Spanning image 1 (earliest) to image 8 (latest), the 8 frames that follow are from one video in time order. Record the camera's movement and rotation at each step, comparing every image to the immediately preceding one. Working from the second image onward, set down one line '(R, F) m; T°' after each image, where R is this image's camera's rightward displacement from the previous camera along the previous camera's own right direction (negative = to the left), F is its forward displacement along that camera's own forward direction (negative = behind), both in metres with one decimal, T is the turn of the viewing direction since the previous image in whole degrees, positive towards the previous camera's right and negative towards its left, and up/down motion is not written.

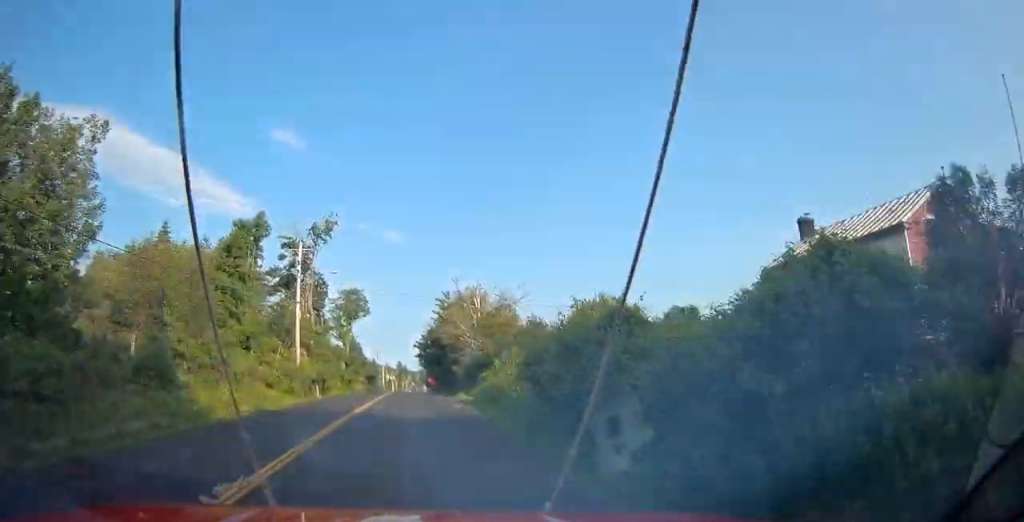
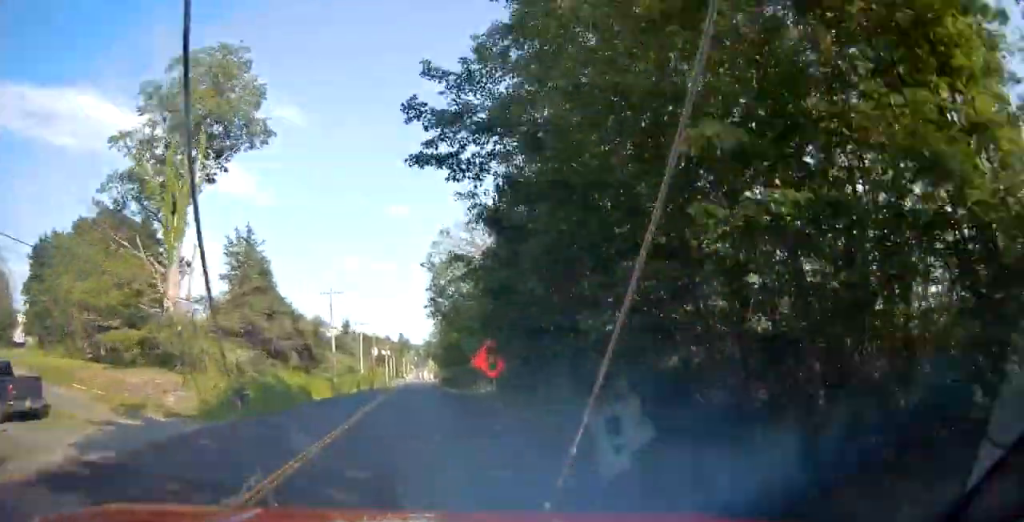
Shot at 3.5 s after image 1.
(+3.4, +93.1) m; +11°
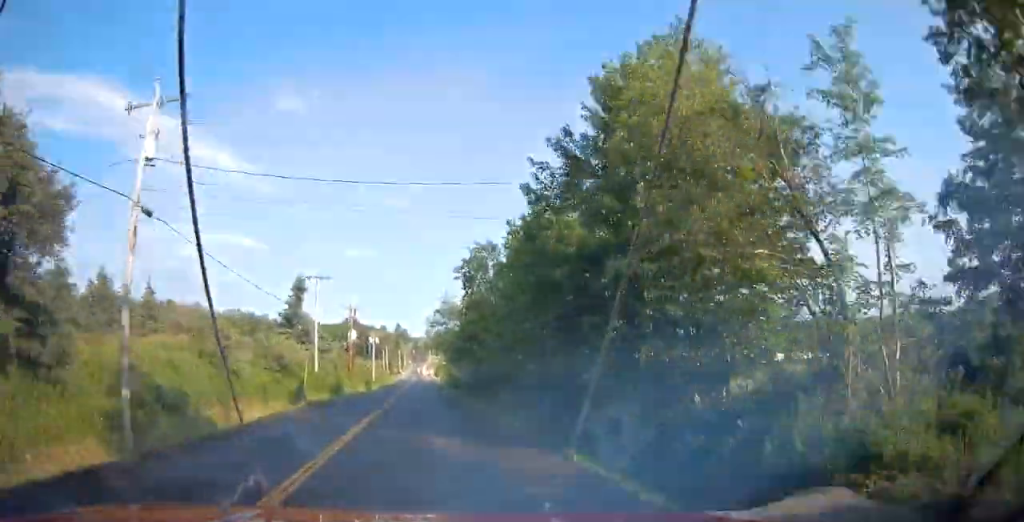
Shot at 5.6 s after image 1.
(+4.9, +47.8) m; +5°
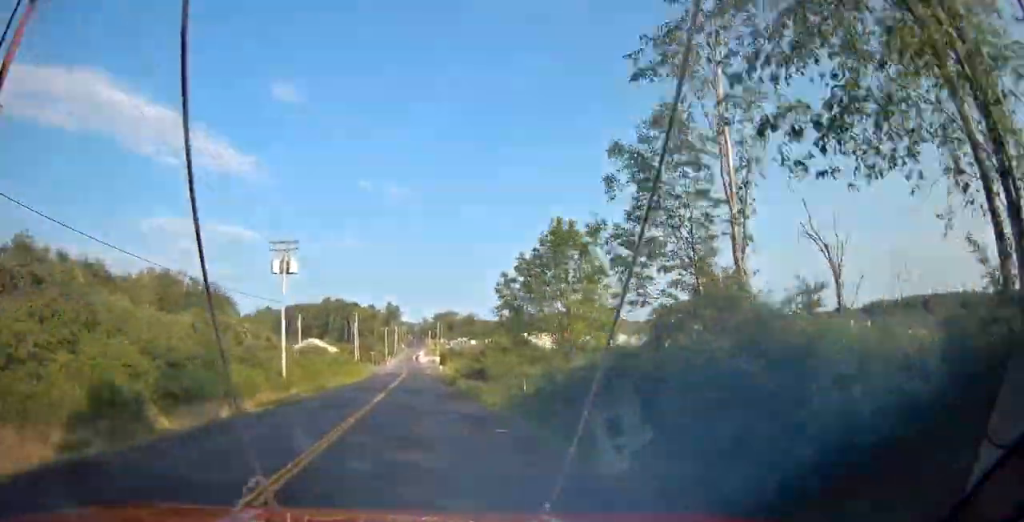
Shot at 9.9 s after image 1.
(-1.3, +83.2) m; -4°
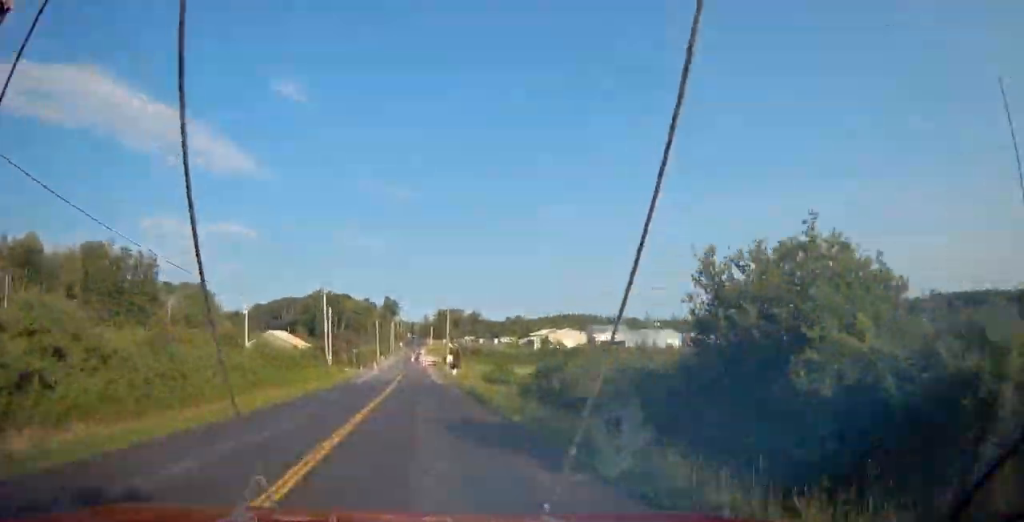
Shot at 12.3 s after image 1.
(+1.2, +35.0) m; +2°
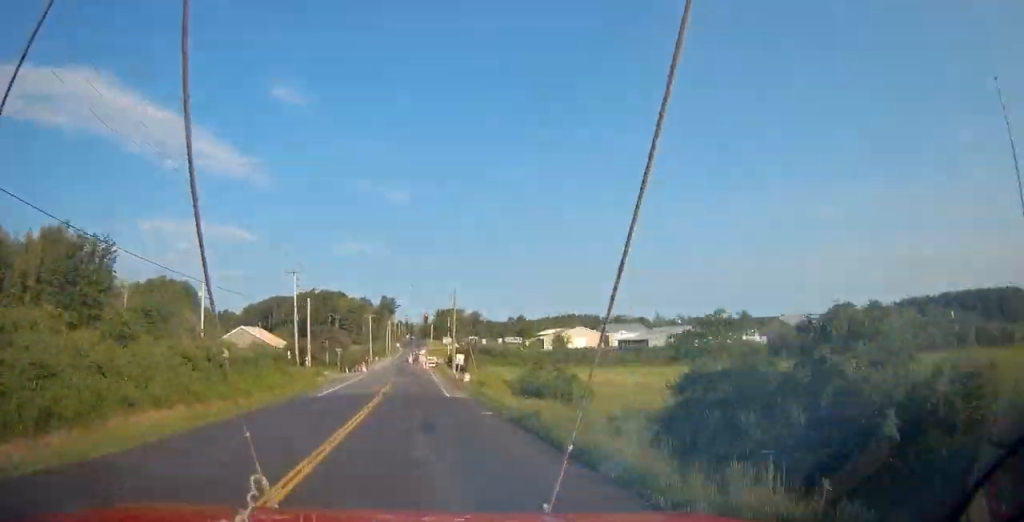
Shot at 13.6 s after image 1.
(+0.4, +16.7) m; +2°
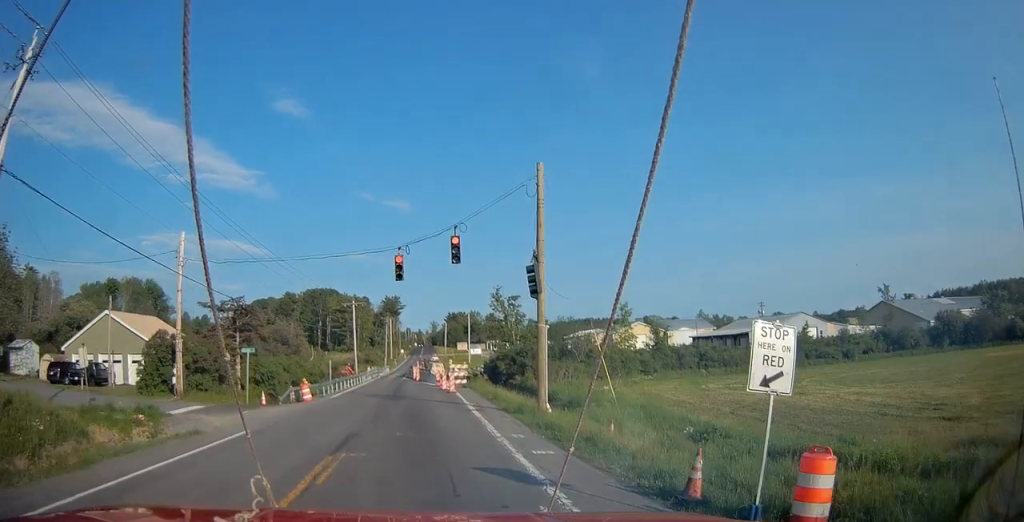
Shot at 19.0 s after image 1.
(+0.3, +38.8) m; 0°
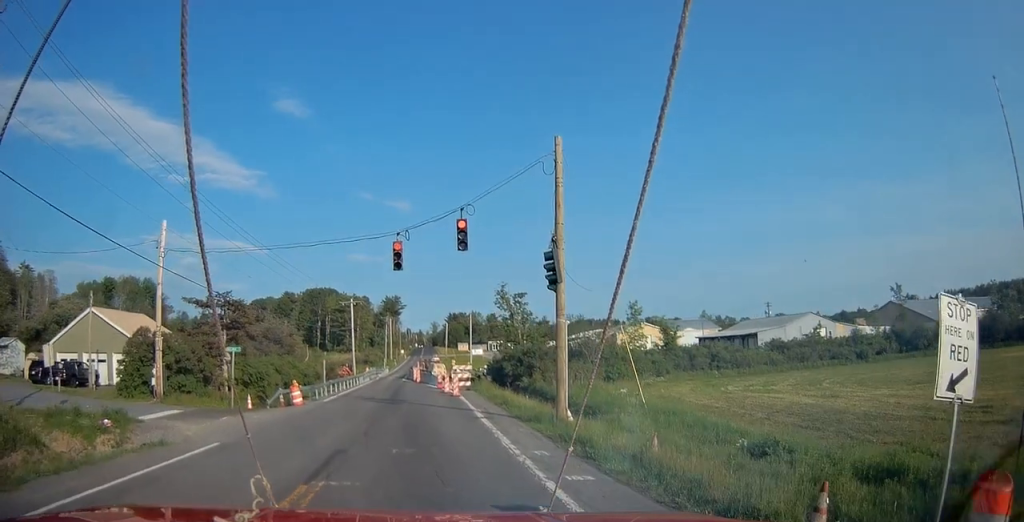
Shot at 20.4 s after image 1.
(-0.1, +3.4) m; -2°
